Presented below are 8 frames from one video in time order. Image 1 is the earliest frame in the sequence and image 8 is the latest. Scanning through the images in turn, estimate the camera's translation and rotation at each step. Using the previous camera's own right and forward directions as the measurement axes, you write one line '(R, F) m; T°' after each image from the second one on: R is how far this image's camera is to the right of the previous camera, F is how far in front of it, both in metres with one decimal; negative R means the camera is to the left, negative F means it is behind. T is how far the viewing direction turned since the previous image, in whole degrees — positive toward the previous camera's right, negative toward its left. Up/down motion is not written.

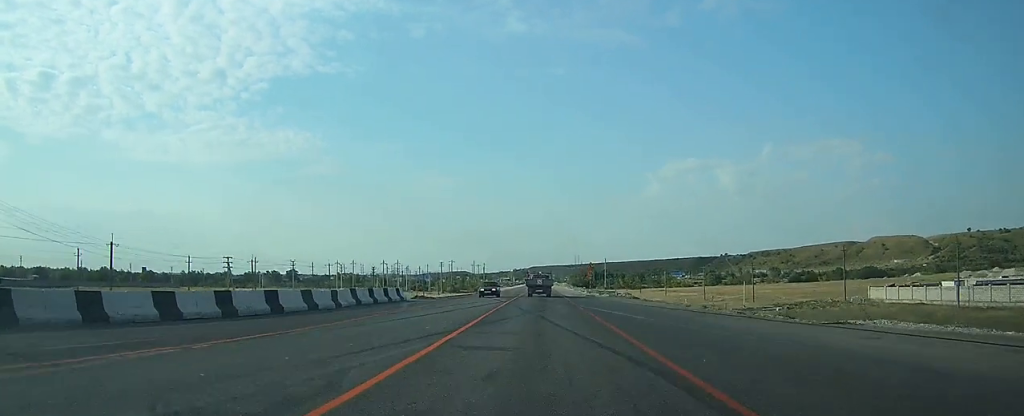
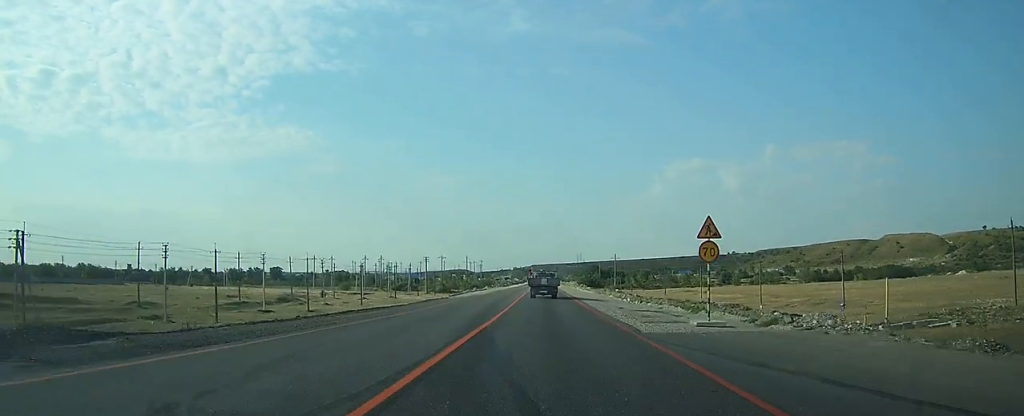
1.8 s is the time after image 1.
(0.0, +40.3) m; 0°
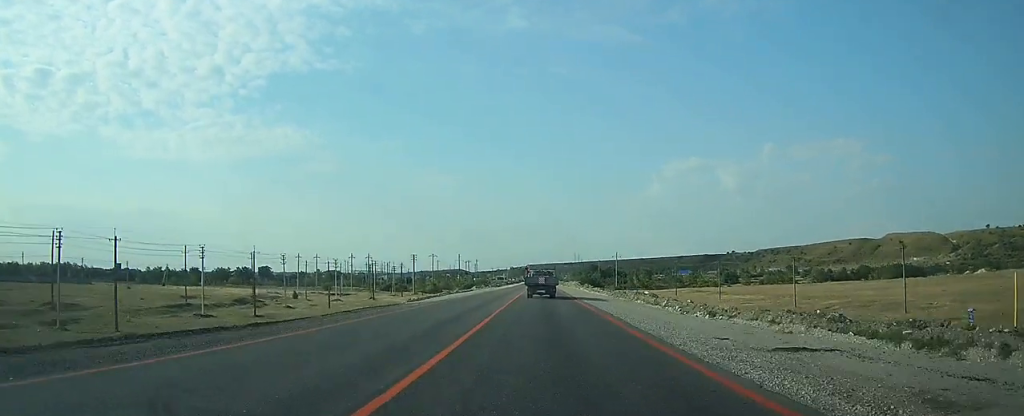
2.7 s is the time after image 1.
(0.0, +18.0) m; 0°
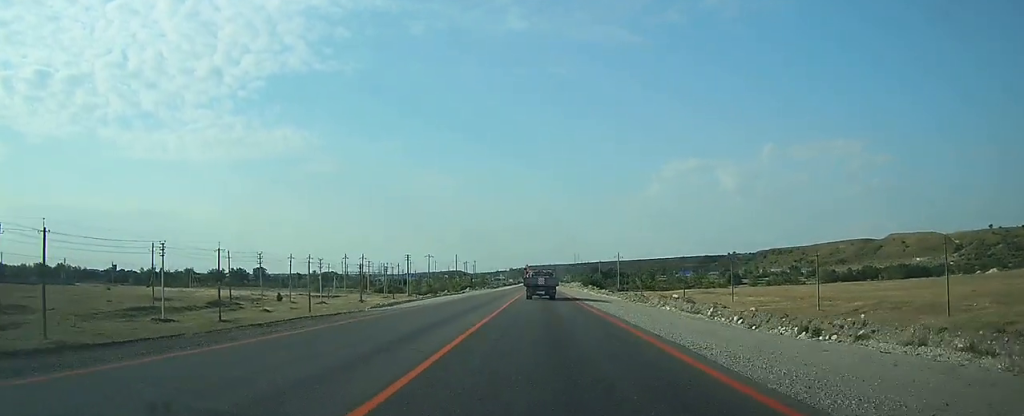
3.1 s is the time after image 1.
(0.0, +9.3) m; 0°
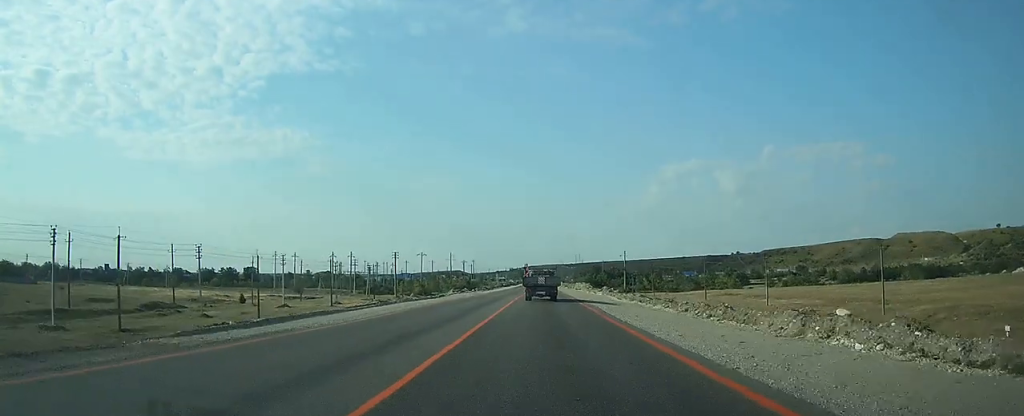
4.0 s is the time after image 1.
(0.0, +19.1) m; 0°
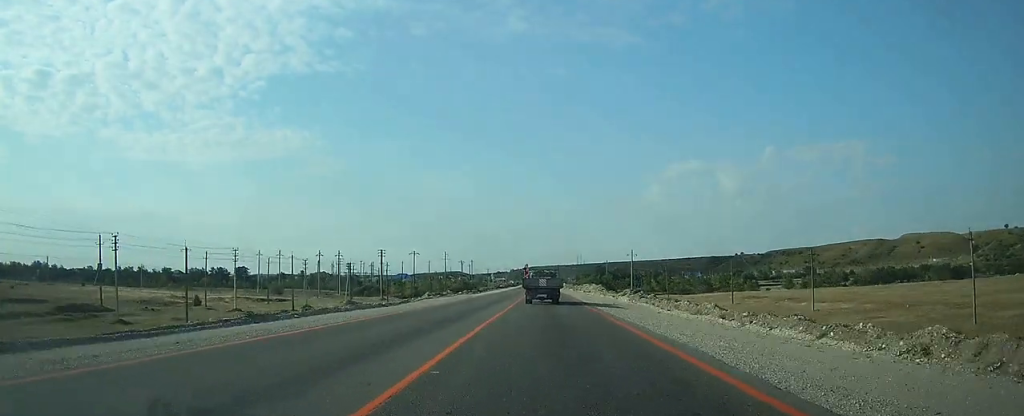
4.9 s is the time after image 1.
(0.0, +18.1) m; 0°
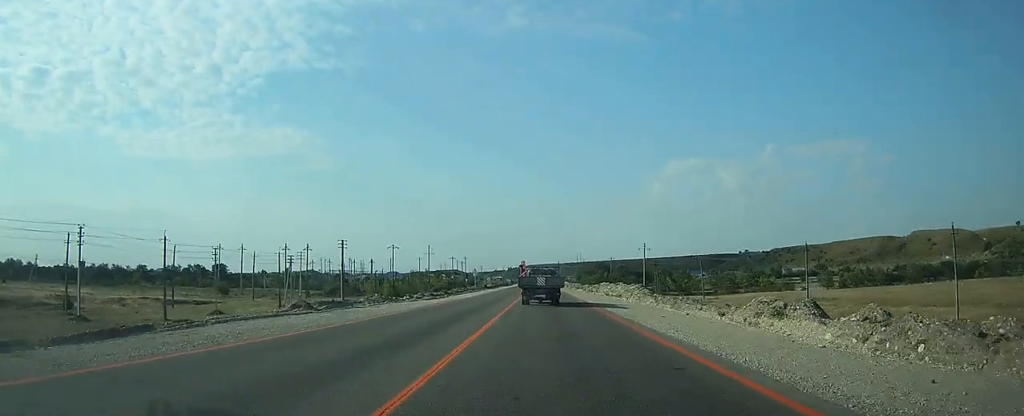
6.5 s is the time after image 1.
(+0.1, +34.1) m; 0°
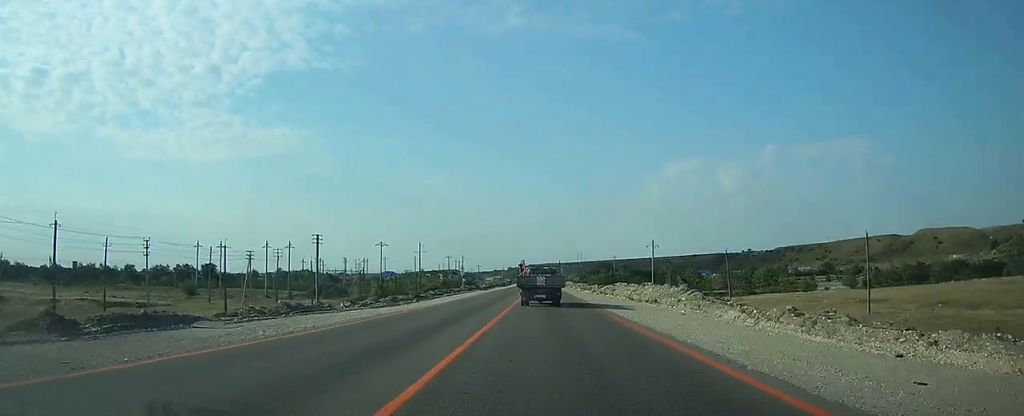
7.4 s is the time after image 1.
(0.0, +16.6) m; 0°
